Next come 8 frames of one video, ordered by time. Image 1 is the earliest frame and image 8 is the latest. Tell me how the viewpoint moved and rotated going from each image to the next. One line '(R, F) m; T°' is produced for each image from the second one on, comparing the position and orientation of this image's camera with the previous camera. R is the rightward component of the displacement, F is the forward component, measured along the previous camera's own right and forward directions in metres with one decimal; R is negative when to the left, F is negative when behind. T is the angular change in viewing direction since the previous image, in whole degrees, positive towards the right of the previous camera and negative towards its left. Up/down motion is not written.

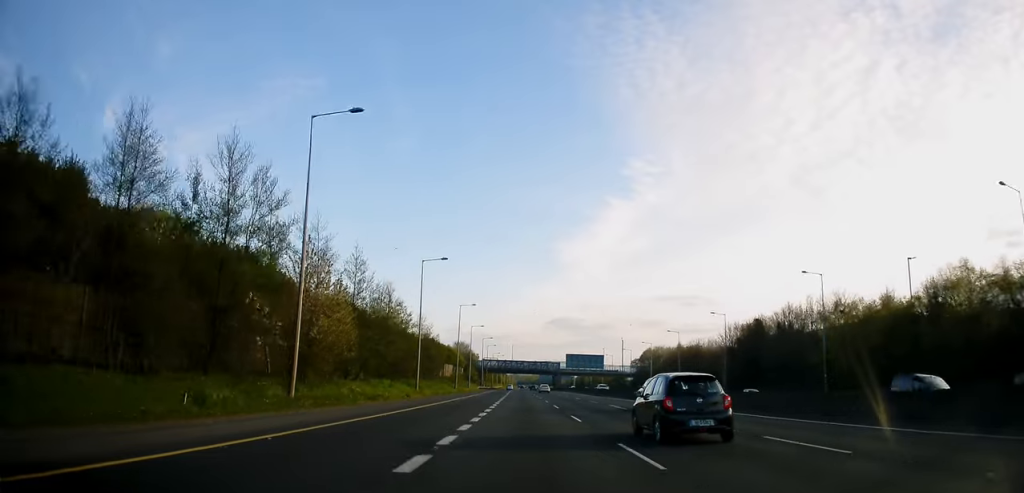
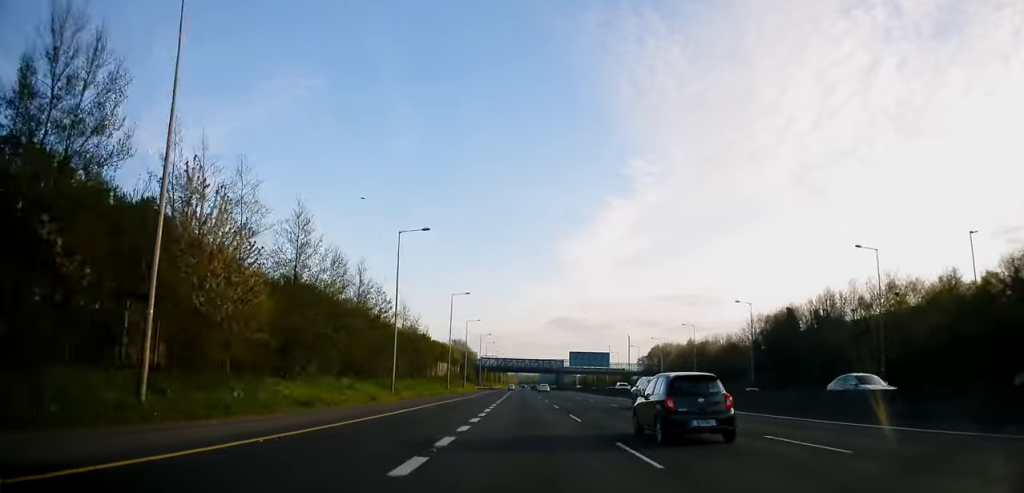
(0.0, +11.9) m; 0°
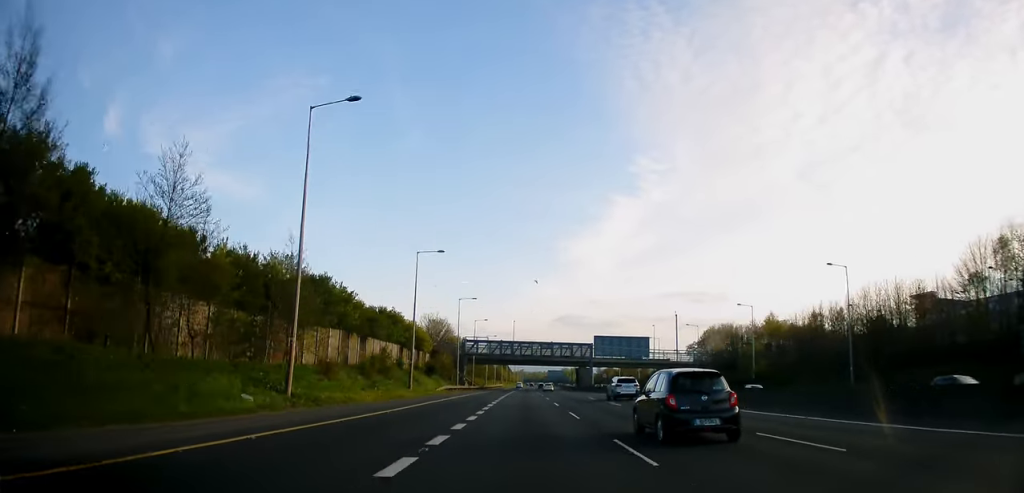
(-0.1, +59.3) m; +1°
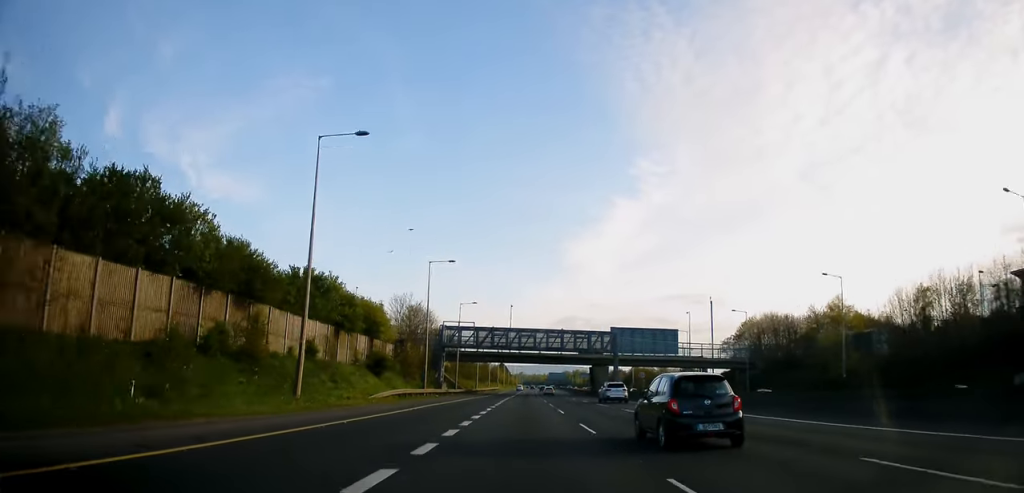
(+0.1, +28.4) m; 0°
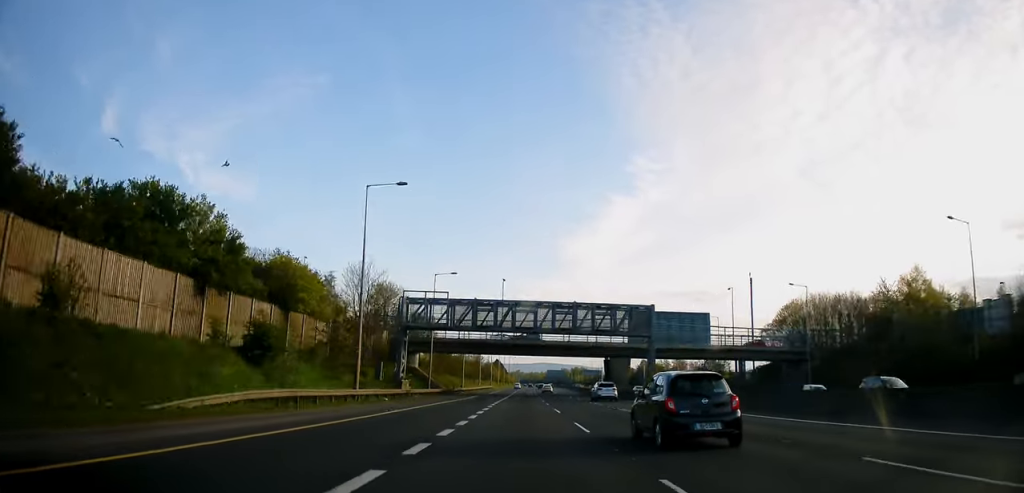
(-0.2, +23.5) m; 0°
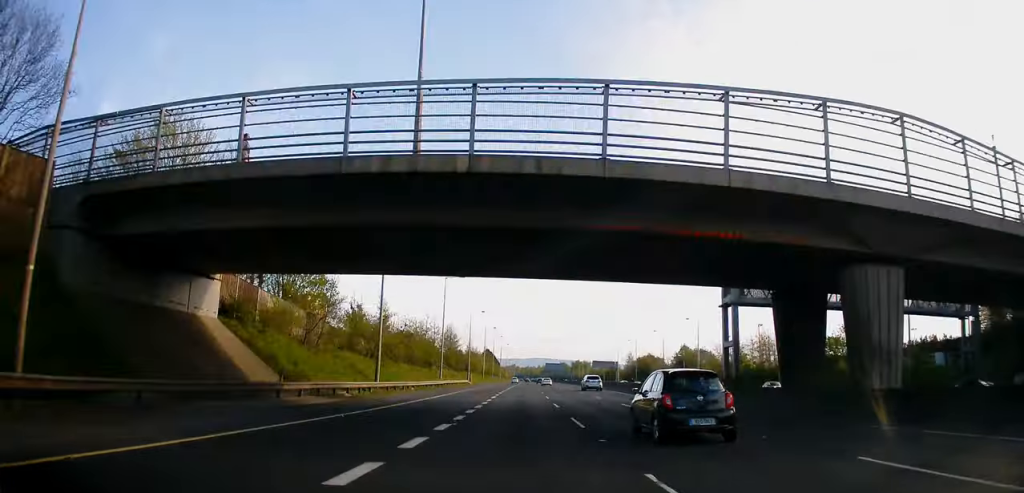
(+0.5, +59.4) m; 0°
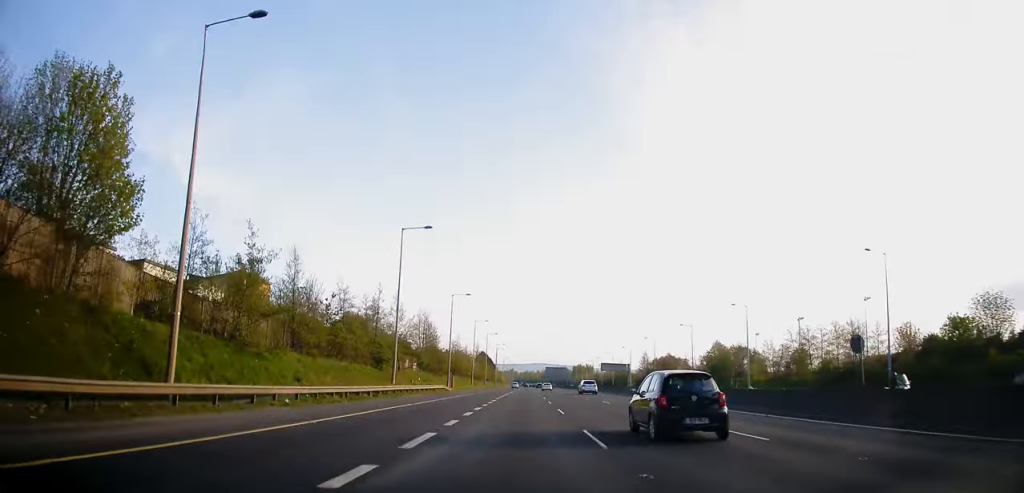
(-0.2, +27.7) m; 0°
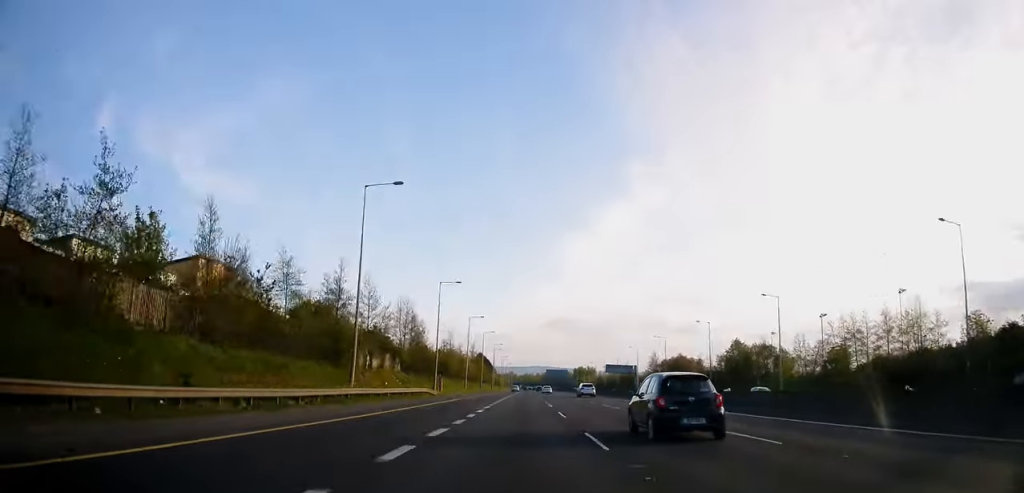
(0.0, +12.6) m; 0°
